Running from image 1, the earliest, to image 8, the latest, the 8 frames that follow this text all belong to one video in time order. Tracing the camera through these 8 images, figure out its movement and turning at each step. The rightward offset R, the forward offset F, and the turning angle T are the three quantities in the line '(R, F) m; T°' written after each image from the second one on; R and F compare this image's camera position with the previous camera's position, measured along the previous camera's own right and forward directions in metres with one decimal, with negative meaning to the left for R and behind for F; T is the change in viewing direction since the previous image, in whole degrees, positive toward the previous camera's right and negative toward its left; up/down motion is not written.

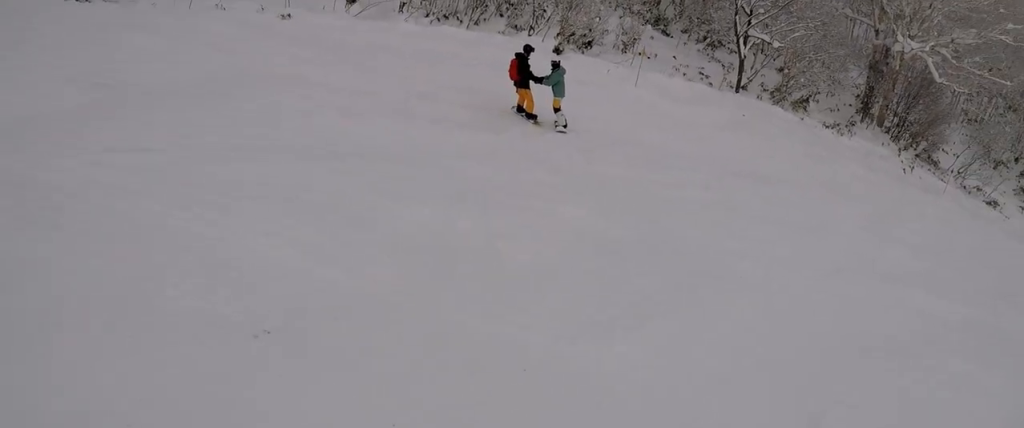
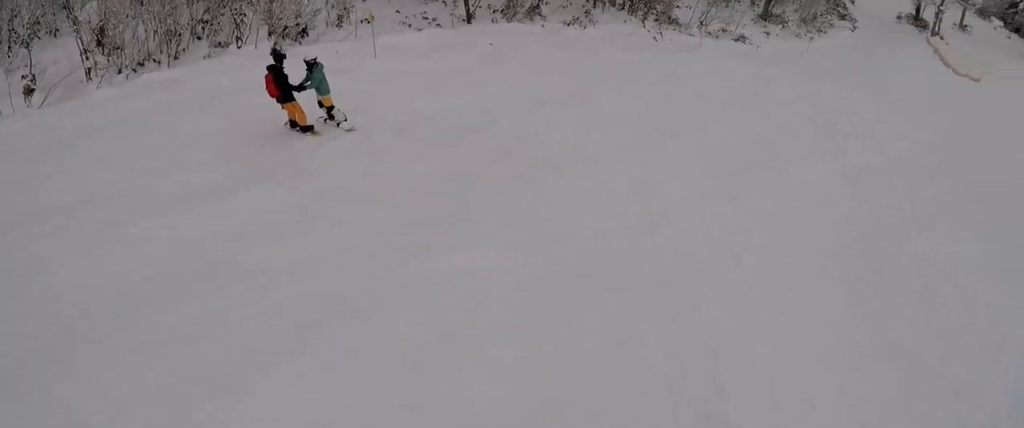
(+0.3, +2.2) m; +26°
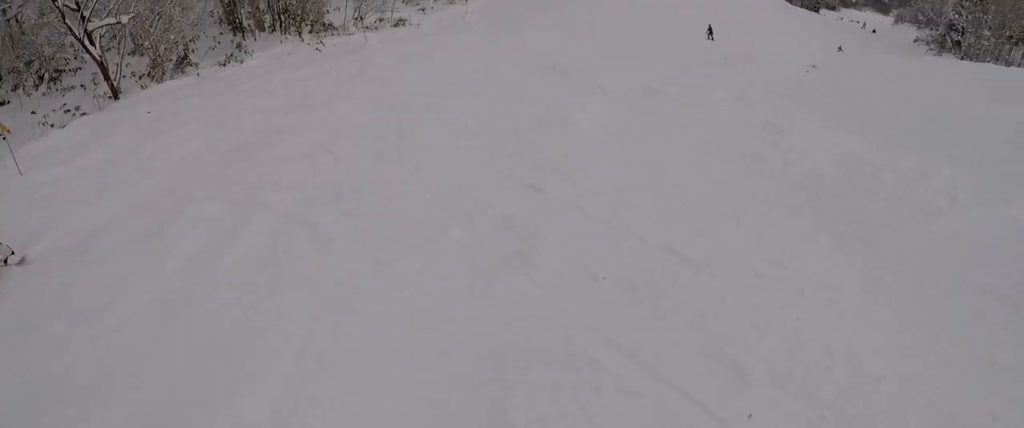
(+0.4, +1.8) m; +20°
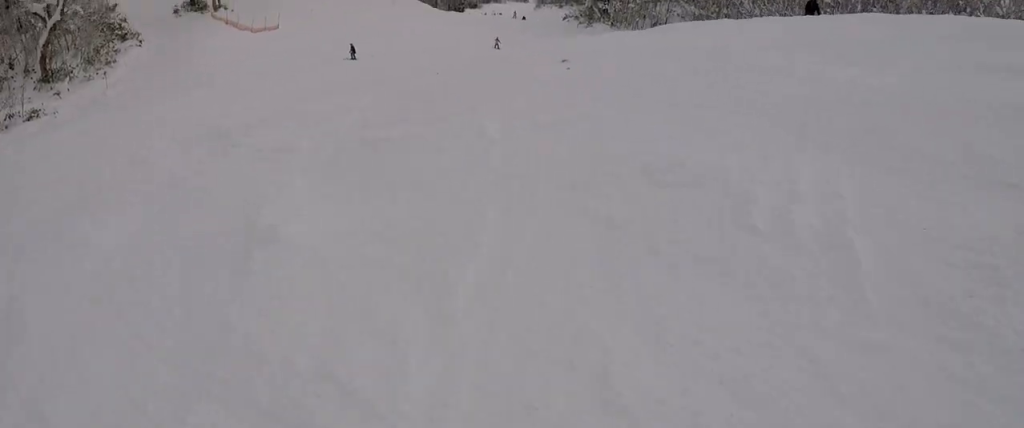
(+0.9, +2.9) m; +10°
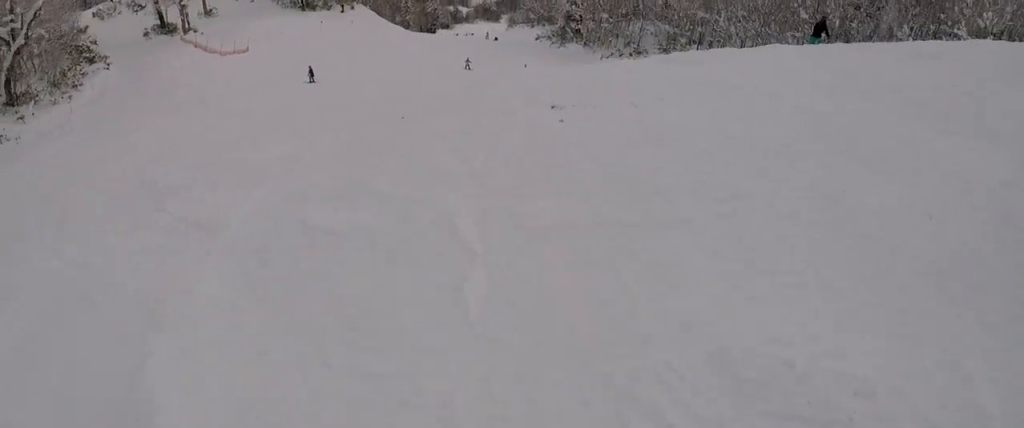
(+0.1, +1.8) m; -14°
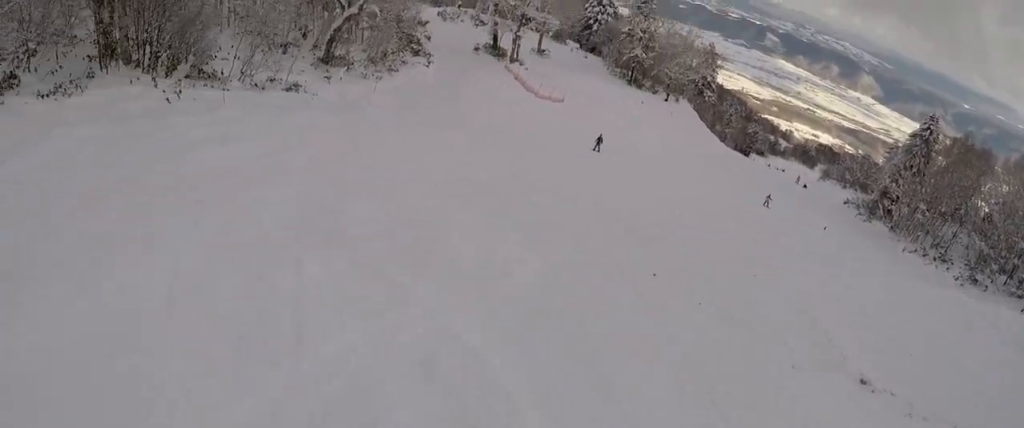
(-0.5, +2.6) m; -22°
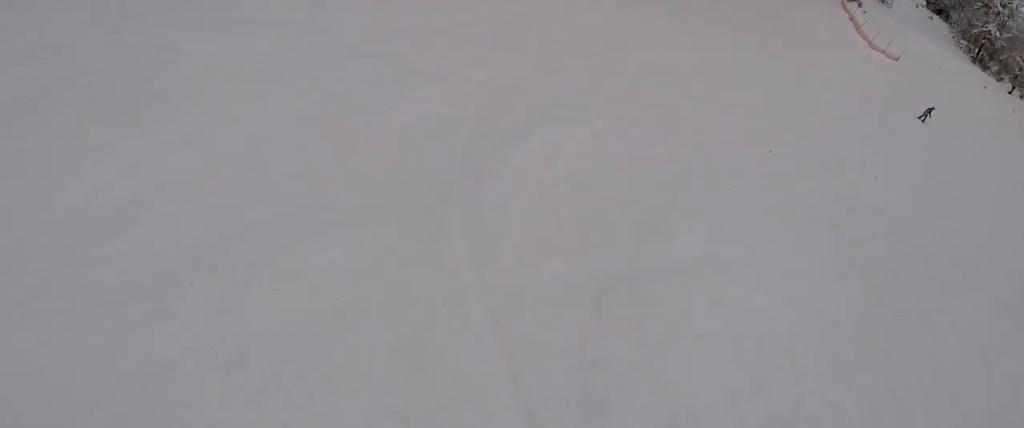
(-1.1, +3.8) m; -16°
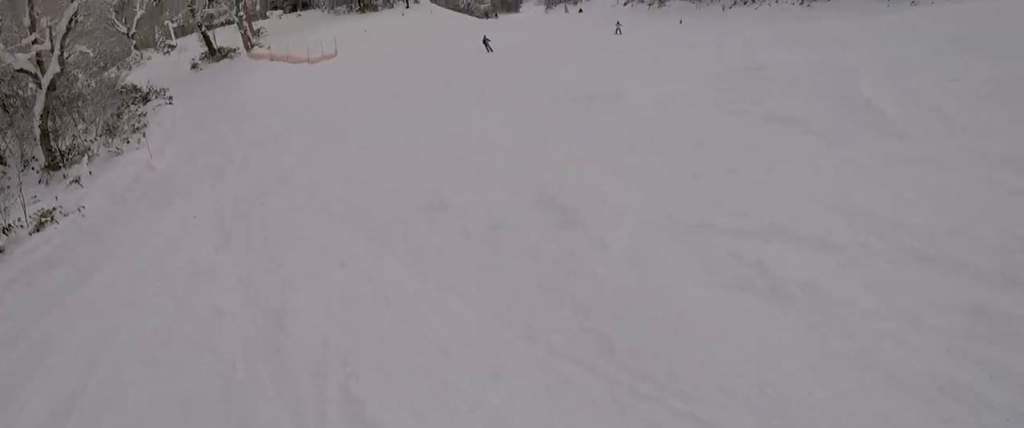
(+5.9, +8.5) m; +75°
